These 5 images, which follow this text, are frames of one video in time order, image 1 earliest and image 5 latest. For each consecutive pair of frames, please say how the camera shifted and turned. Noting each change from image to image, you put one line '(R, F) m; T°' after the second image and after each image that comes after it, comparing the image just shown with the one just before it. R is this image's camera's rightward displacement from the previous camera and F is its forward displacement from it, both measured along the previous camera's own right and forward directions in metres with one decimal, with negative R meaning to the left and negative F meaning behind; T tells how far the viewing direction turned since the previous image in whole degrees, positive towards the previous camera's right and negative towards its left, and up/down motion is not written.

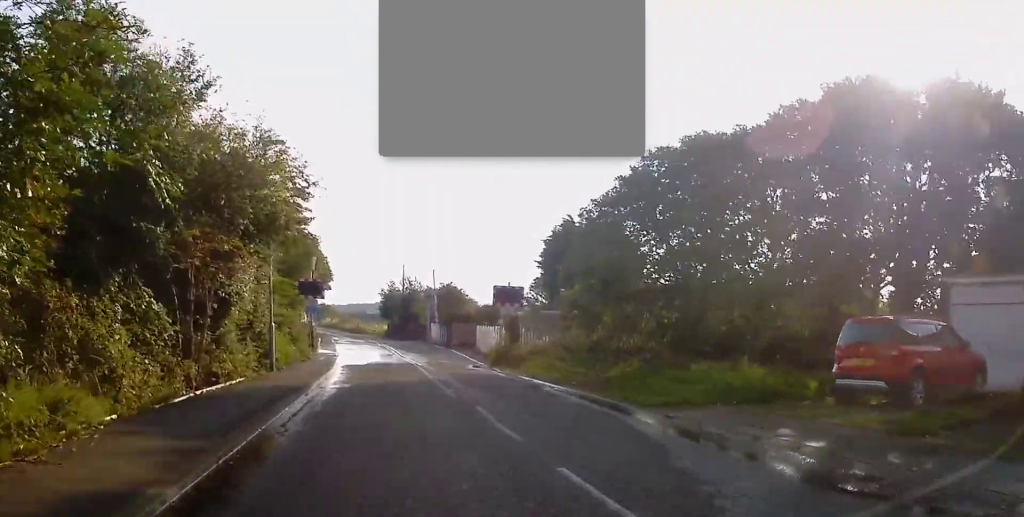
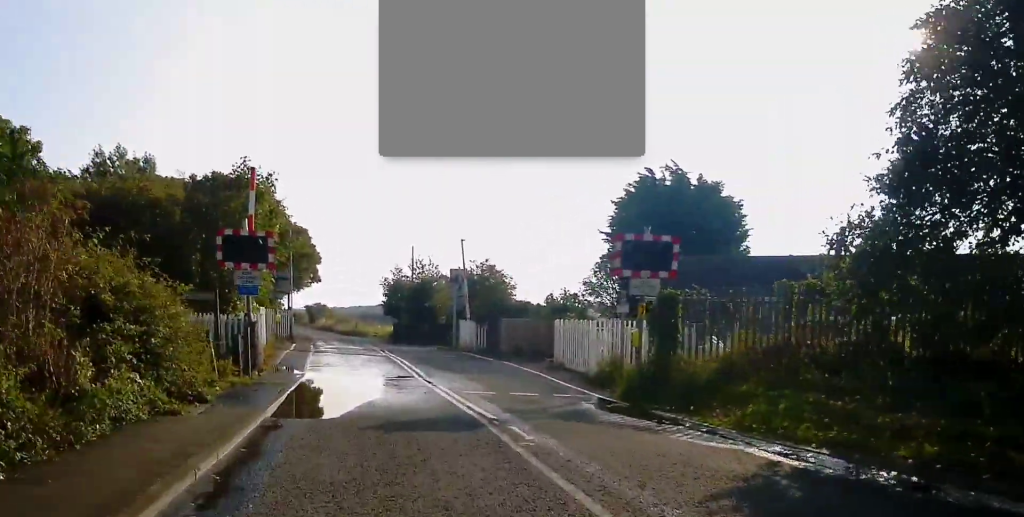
(-0.3, +18.3) m; 0°
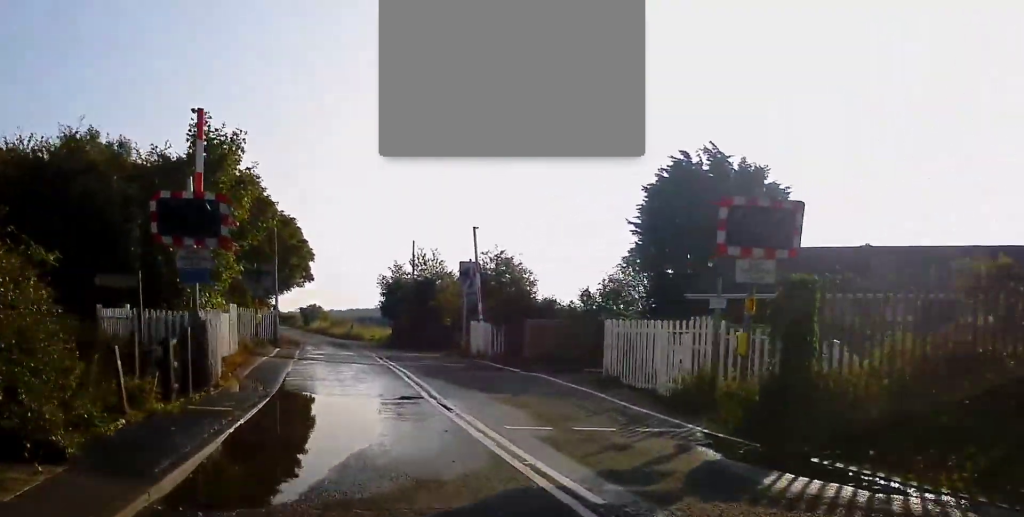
(-0.3, +5.4) m; +1°
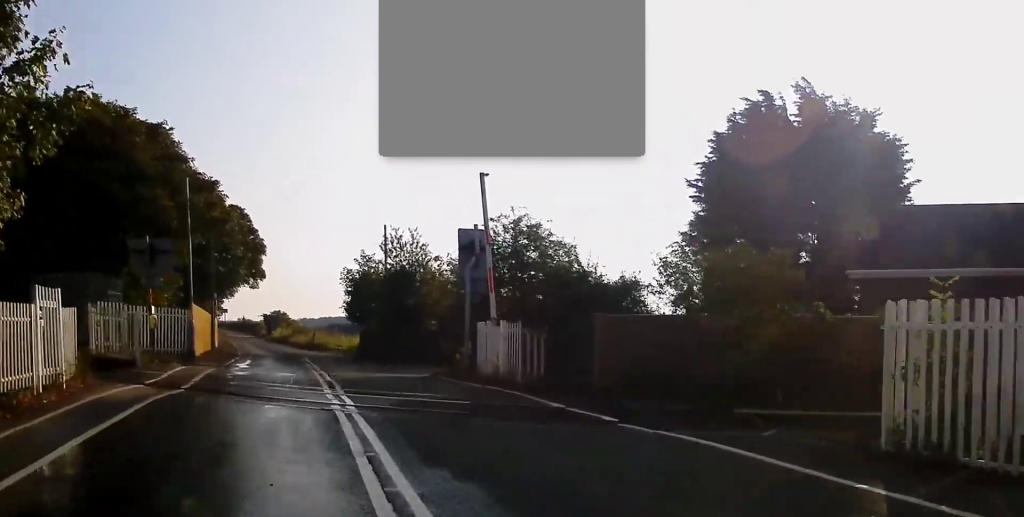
(+0.8, +11.8) m; 0°
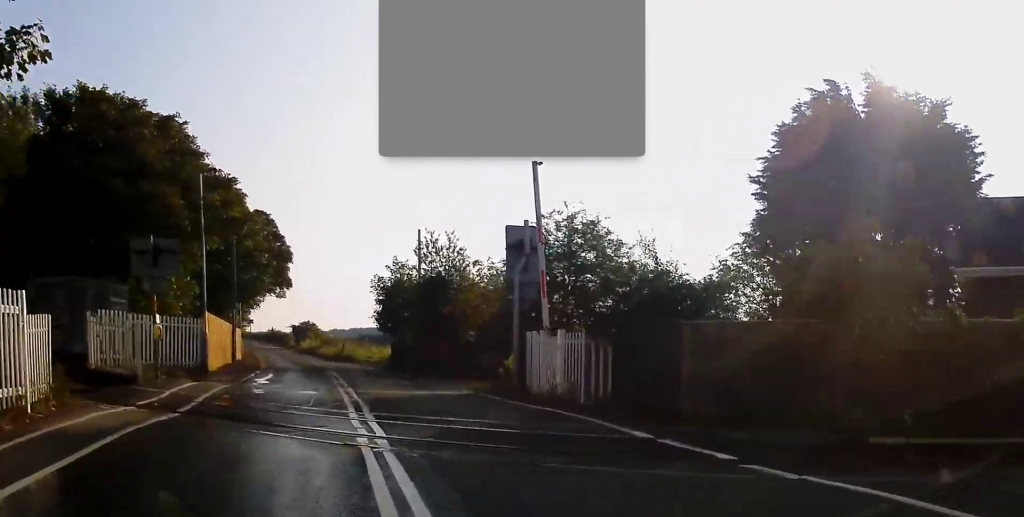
(-0.1, +2.6) m; -2°
